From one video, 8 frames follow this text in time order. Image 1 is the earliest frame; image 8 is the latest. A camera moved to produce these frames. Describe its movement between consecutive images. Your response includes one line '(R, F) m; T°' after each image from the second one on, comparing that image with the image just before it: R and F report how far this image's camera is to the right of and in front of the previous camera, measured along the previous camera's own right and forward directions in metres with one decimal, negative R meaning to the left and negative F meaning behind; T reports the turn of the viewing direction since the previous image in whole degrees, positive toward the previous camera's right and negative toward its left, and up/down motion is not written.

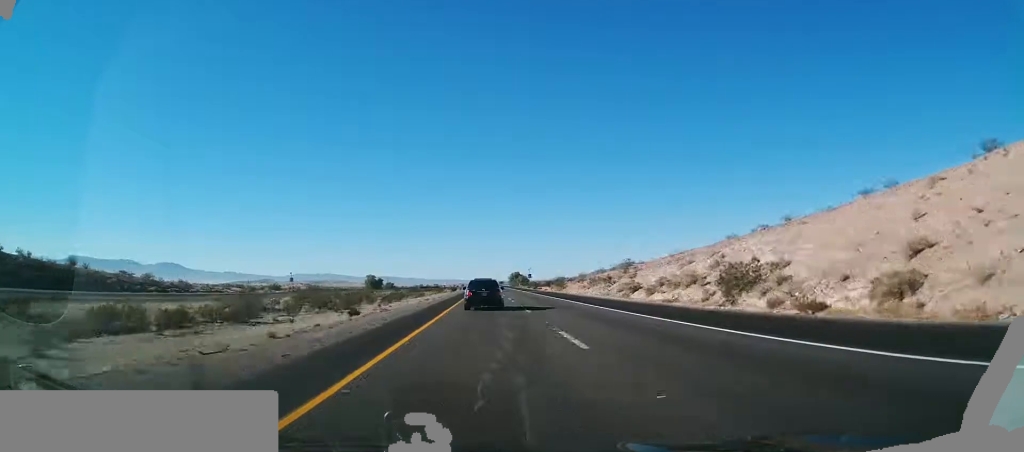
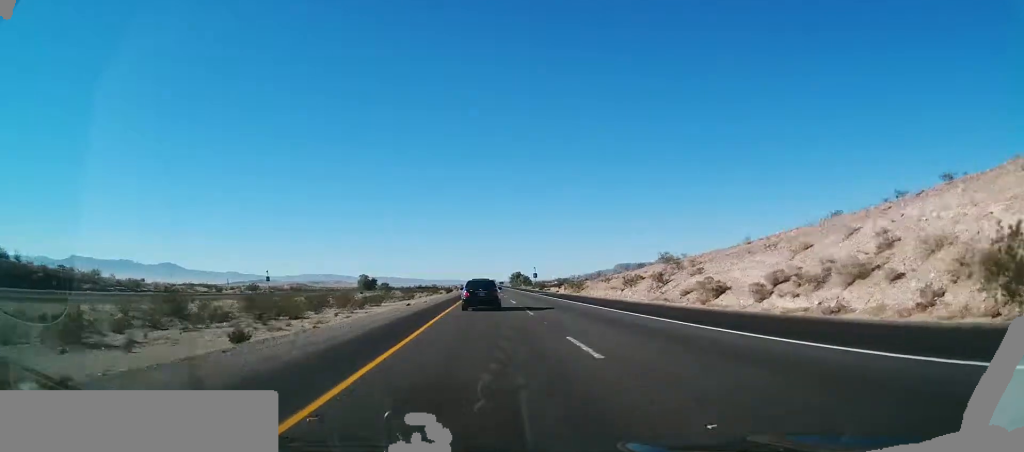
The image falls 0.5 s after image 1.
(-0.1, +16.3) m; 0°
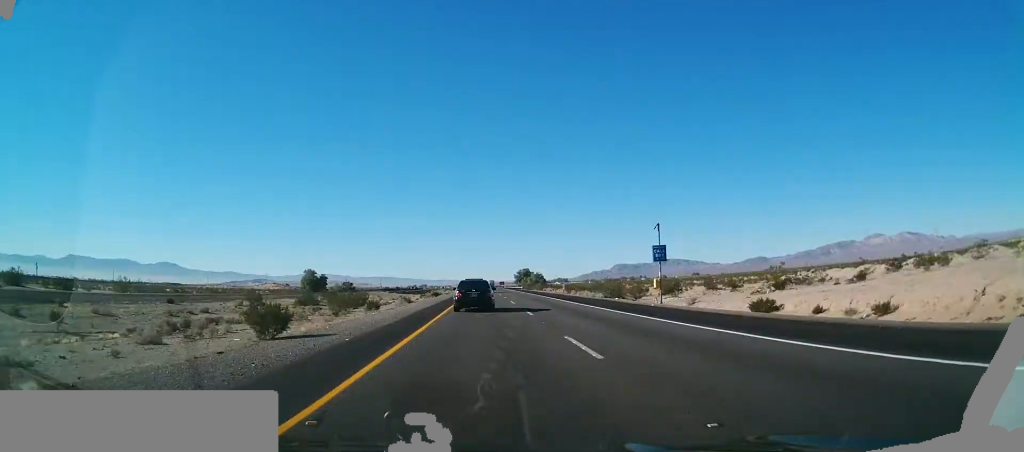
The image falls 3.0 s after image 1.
(-0.4, +87.9) m; 0°
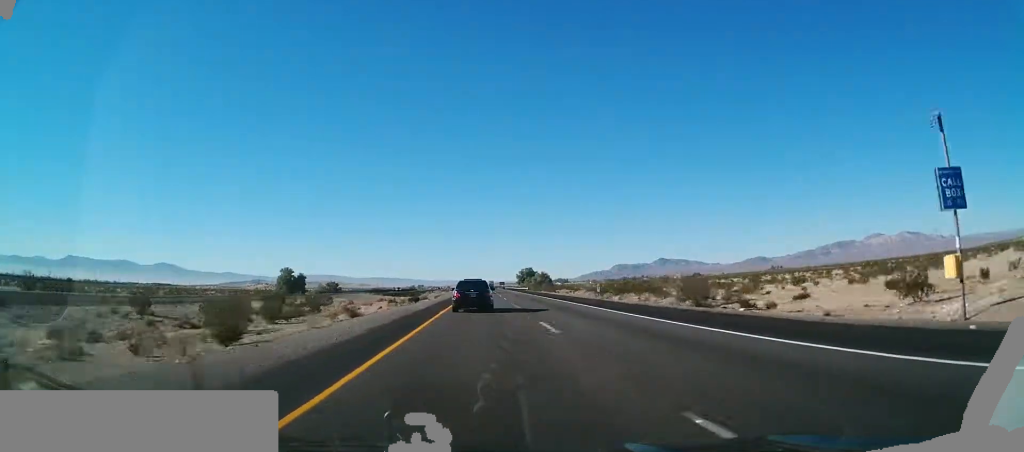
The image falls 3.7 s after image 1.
(+0.2, +23.7) m; 0°
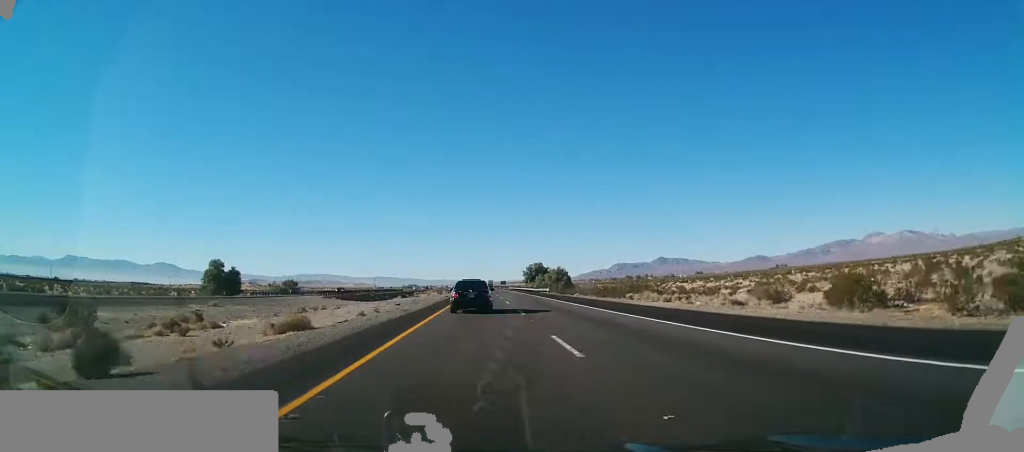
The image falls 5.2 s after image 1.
(-0.1, +49.2) m; 0°
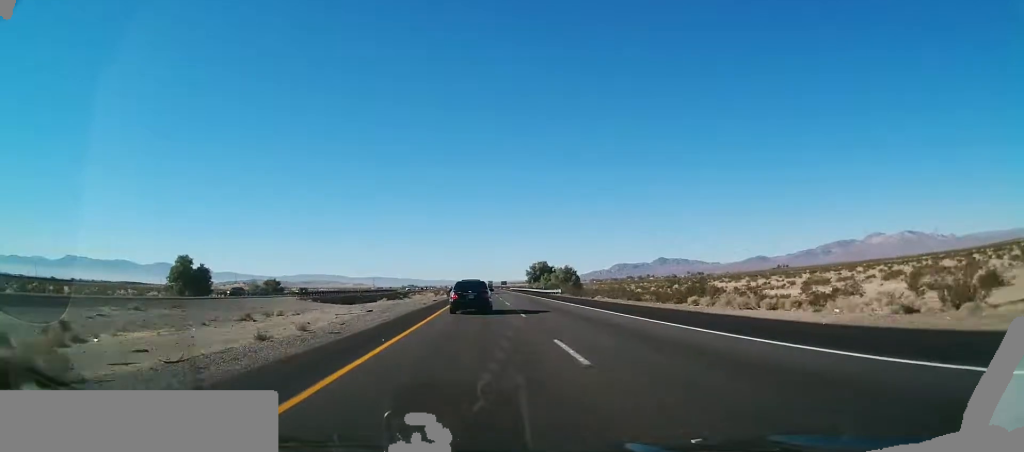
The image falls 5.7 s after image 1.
(0.0, +15.6) m; 0°
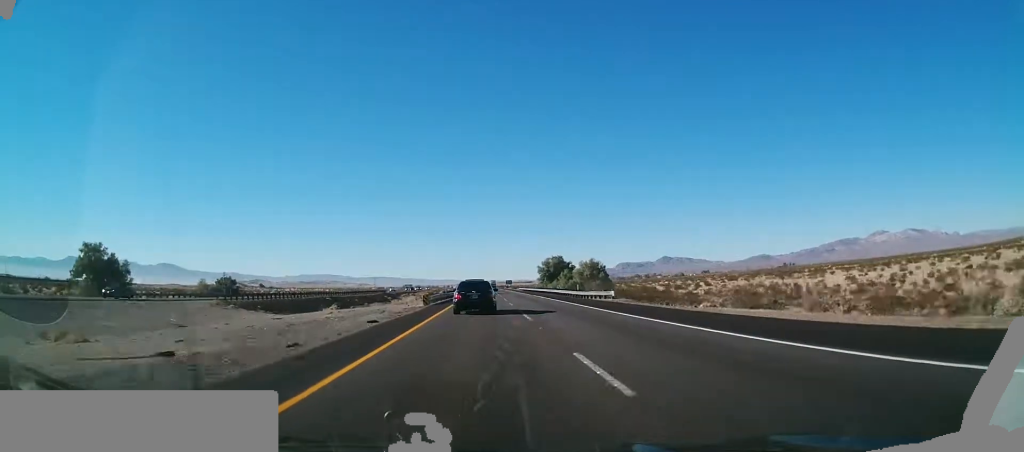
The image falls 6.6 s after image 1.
(-0.2, +32.0) m; 0°
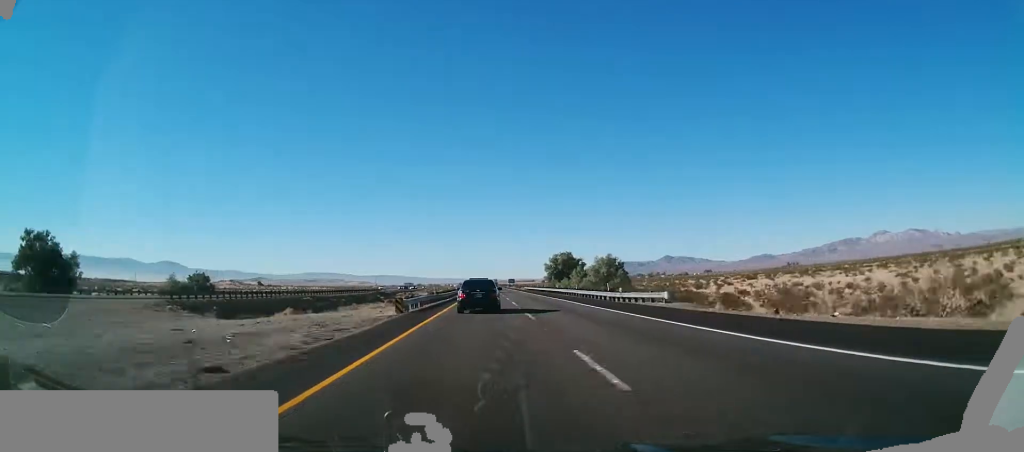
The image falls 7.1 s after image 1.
(0.0, +14.3) m; 0°
